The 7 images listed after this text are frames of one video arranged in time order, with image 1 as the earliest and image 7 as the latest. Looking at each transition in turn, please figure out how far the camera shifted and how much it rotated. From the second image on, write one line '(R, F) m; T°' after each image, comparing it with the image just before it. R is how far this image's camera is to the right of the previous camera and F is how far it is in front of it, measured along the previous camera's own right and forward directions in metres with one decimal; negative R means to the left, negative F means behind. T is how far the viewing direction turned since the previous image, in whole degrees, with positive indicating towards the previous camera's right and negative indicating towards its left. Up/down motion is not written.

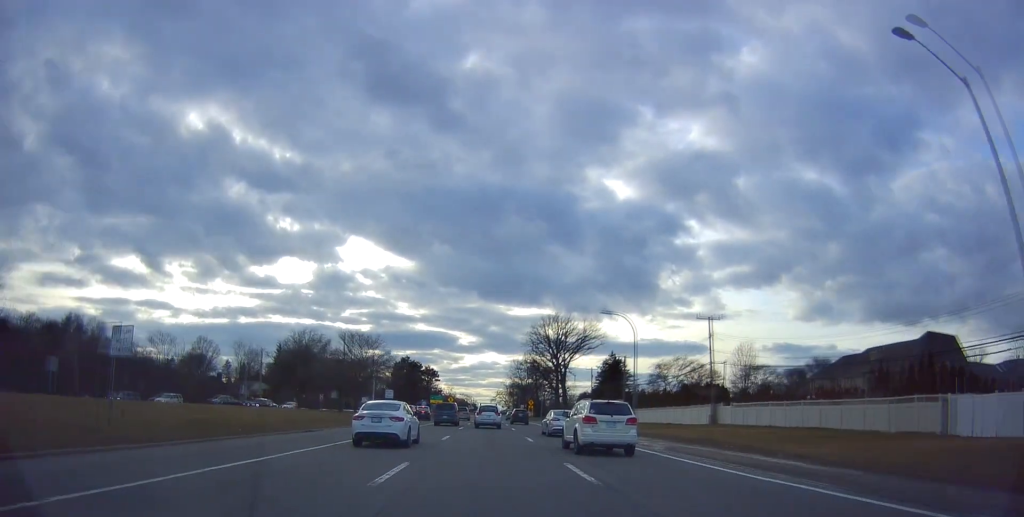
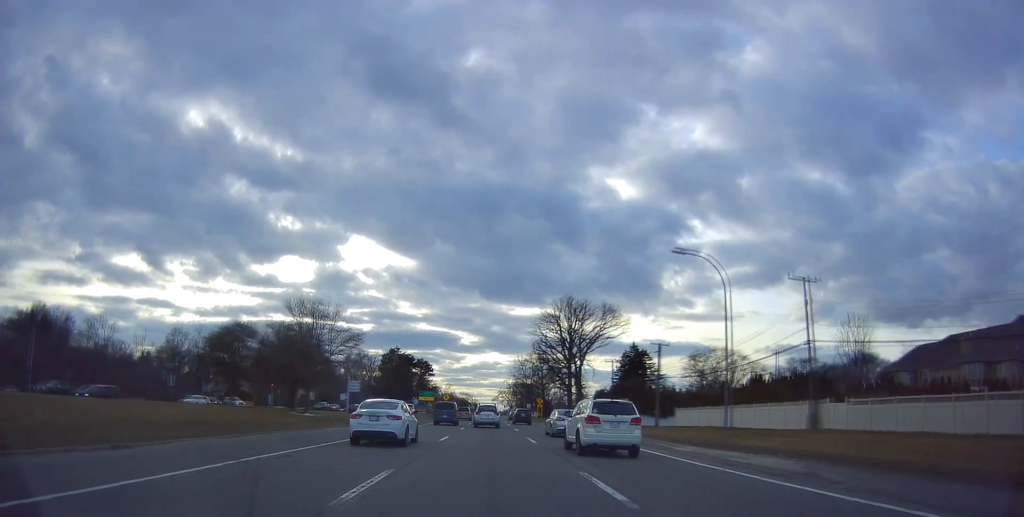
(+0.2, +17.4) m; 0°
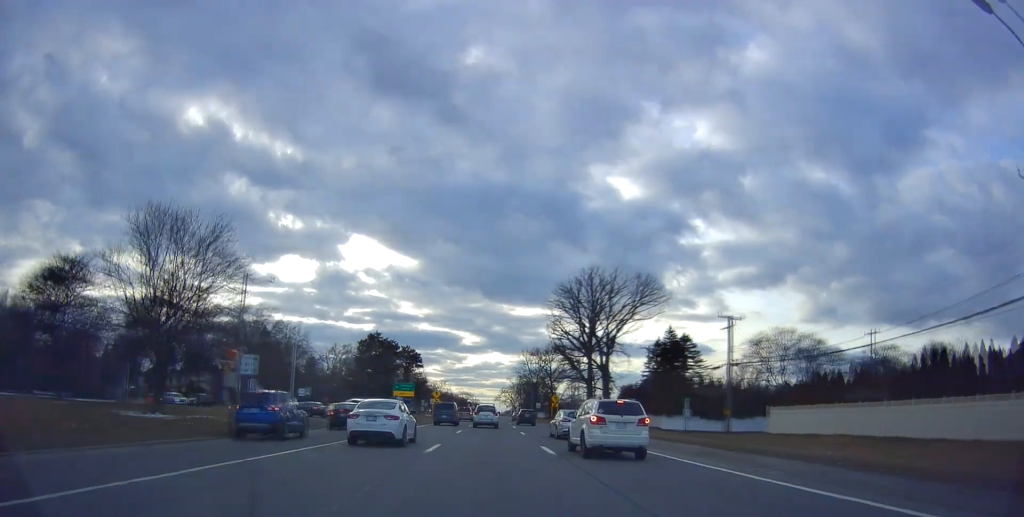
(-0.4, +21.3) m; -1°
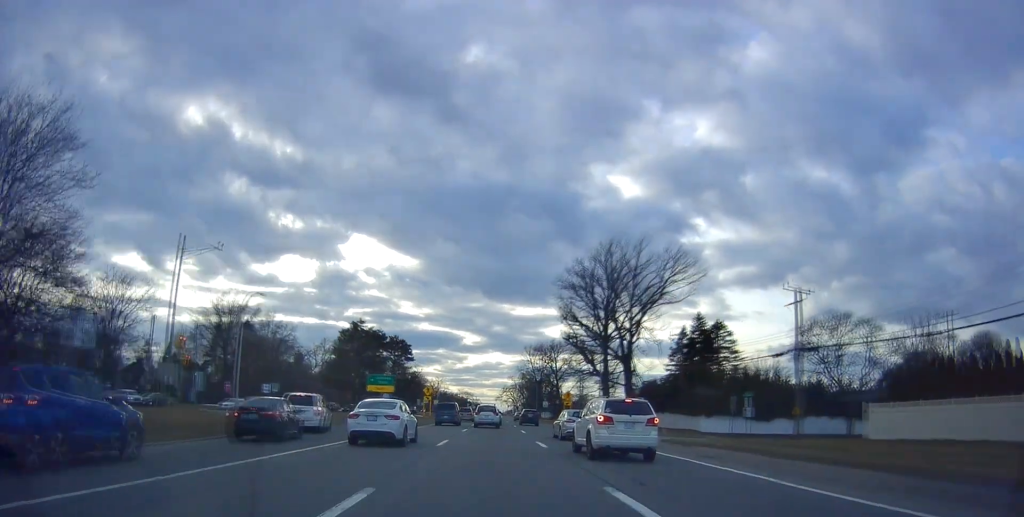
(0.0, +12.0) m; 0°
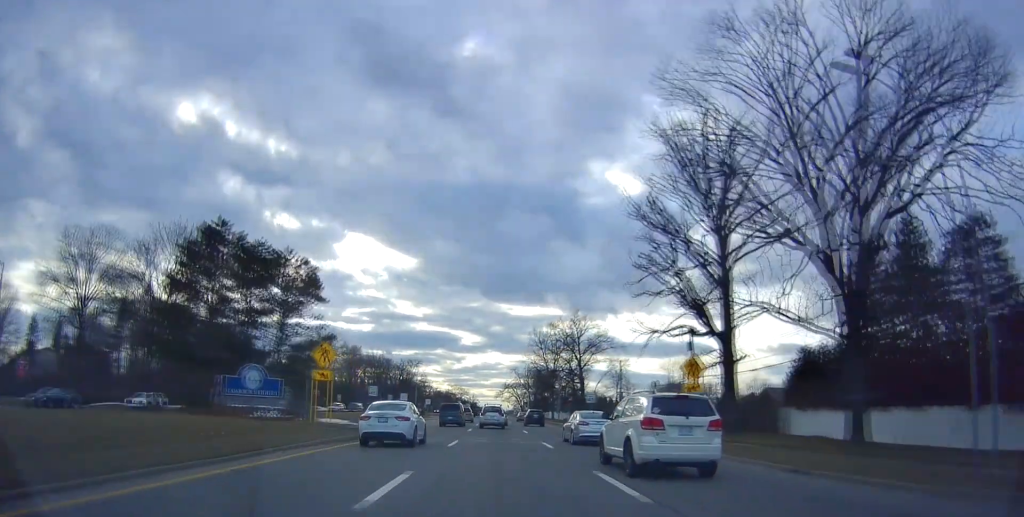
(+0.1, +43.6) m; +2°
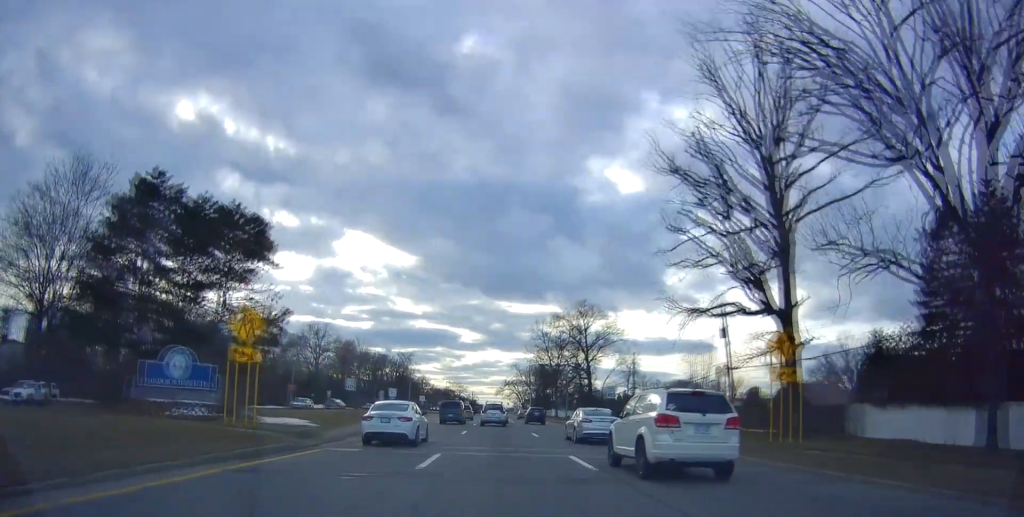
(+0.2, +8.8) m; +1°
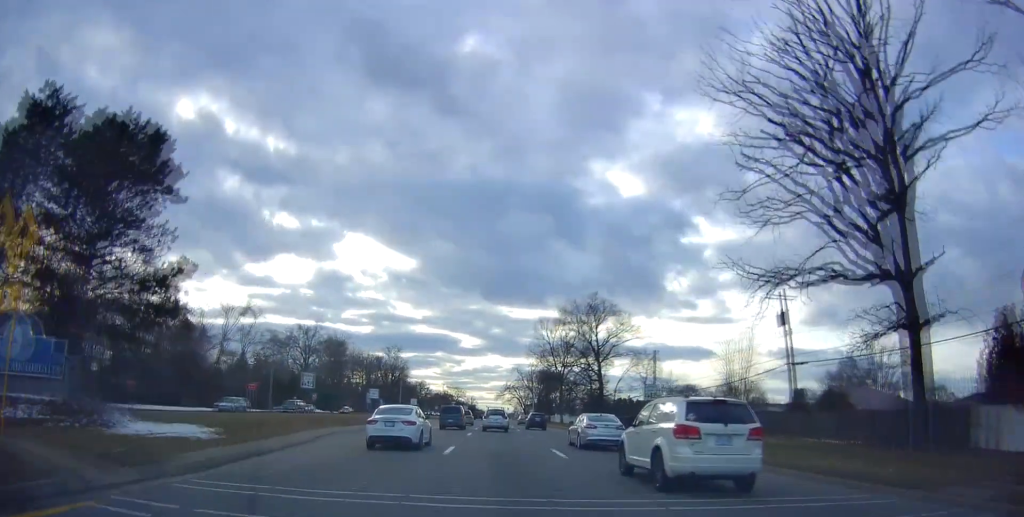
(+0.1, +10.9) m; +1°
